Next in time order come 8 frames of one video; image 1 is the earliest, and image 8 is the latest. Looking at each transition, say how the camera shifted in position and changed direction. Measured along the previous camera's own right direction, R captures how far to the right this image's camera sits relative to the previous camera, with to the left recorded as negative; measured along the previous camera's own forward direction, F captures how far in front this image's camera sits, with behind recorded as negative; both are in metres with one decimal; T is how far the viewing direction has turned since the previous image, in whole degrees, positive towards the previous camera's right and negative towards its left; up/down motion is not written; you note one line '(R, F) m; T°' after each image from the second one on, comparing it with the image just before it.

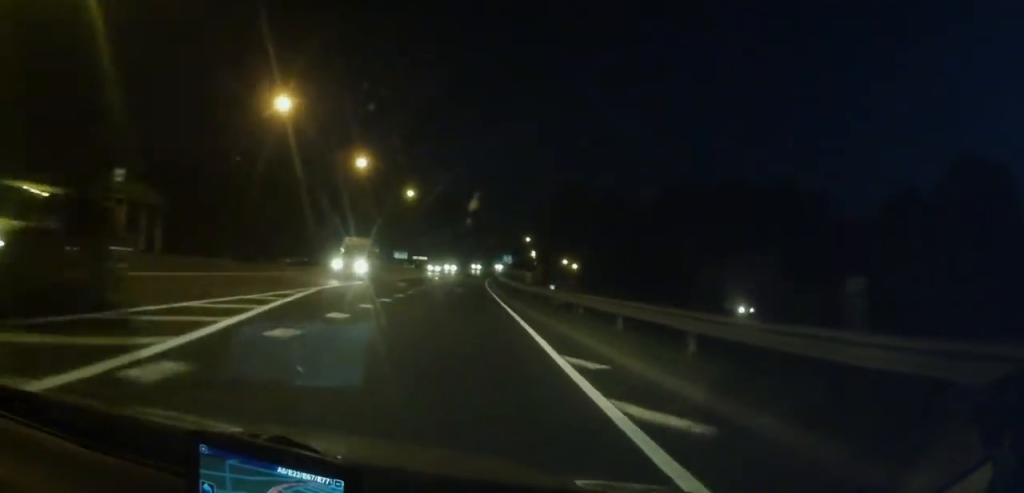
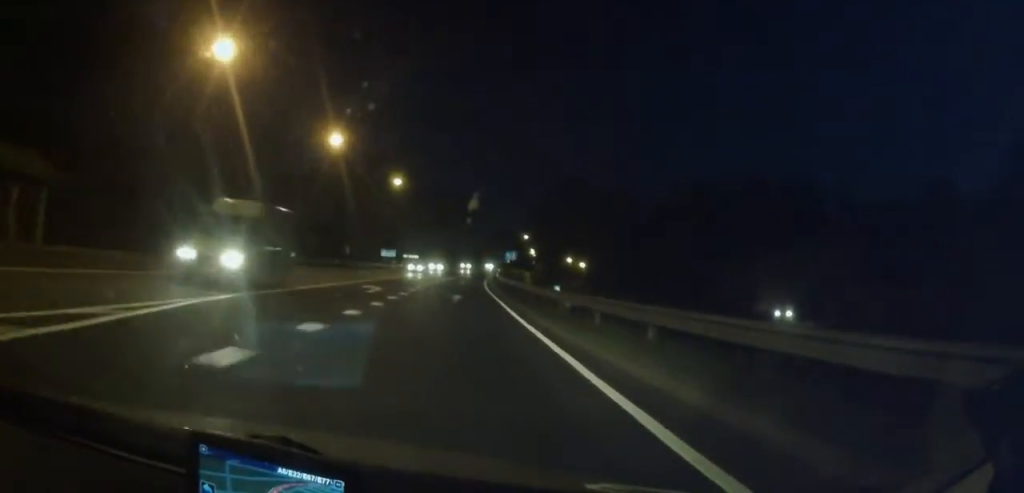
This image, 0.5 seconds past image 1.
(+0.1, +10.5) m; +1°
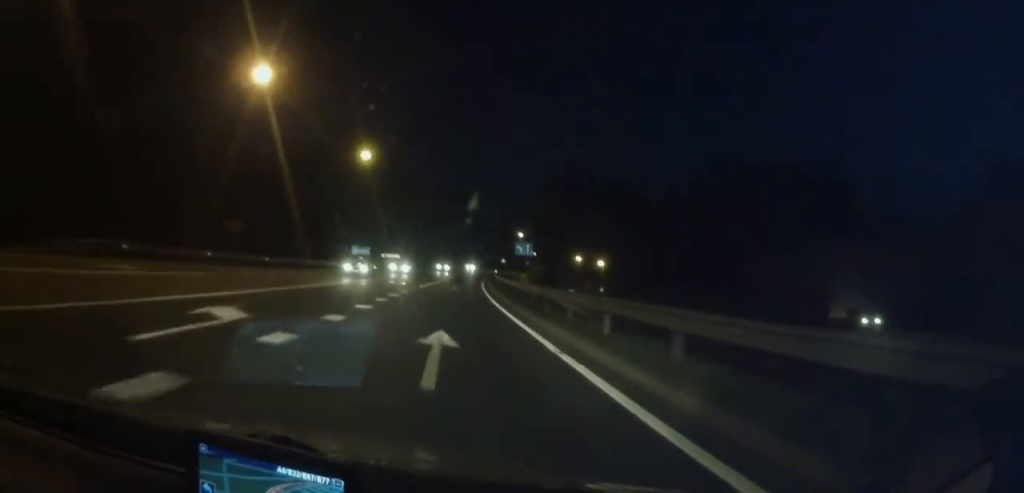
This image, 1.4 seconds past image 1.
(+0.2, +17.8) m; +1°
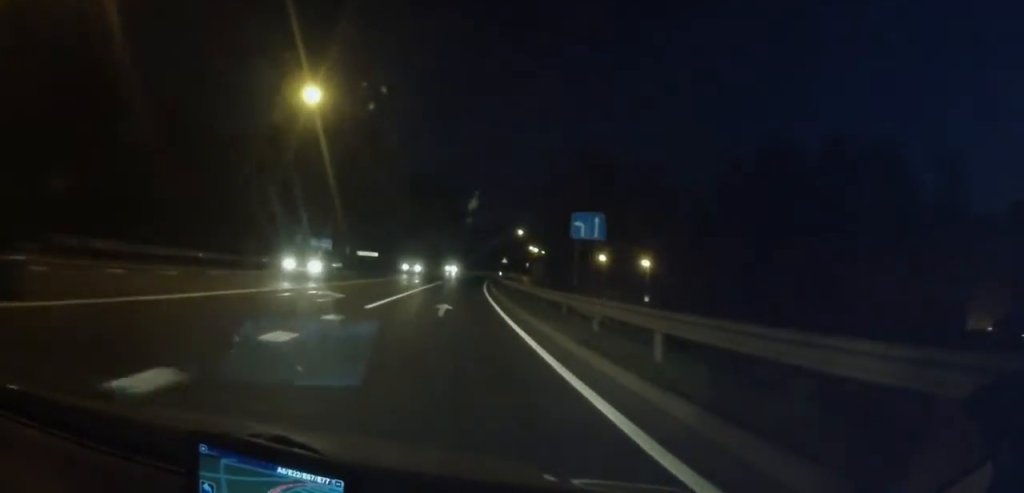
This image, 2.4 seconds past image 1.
(0.0, +19.3) m; +1°
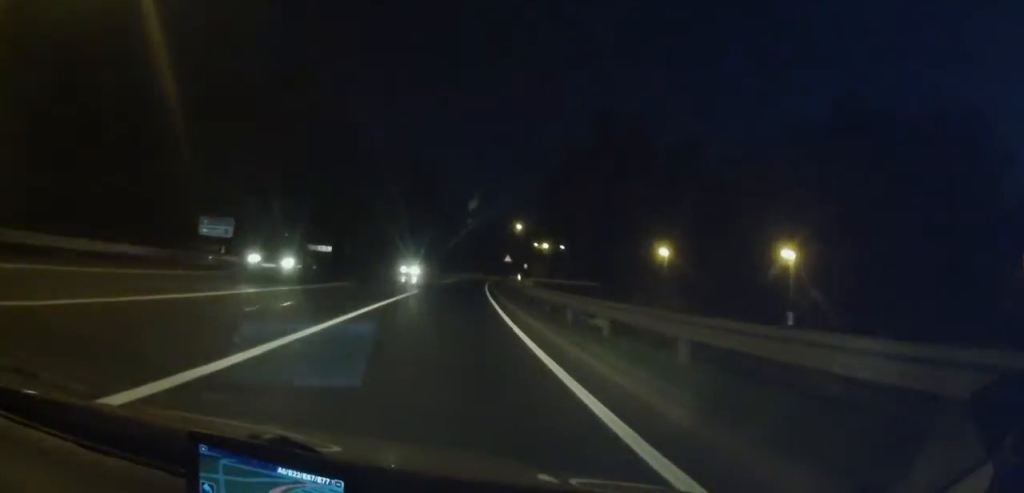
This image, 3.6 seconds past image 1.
(+0.3, +24.5) m; +1°
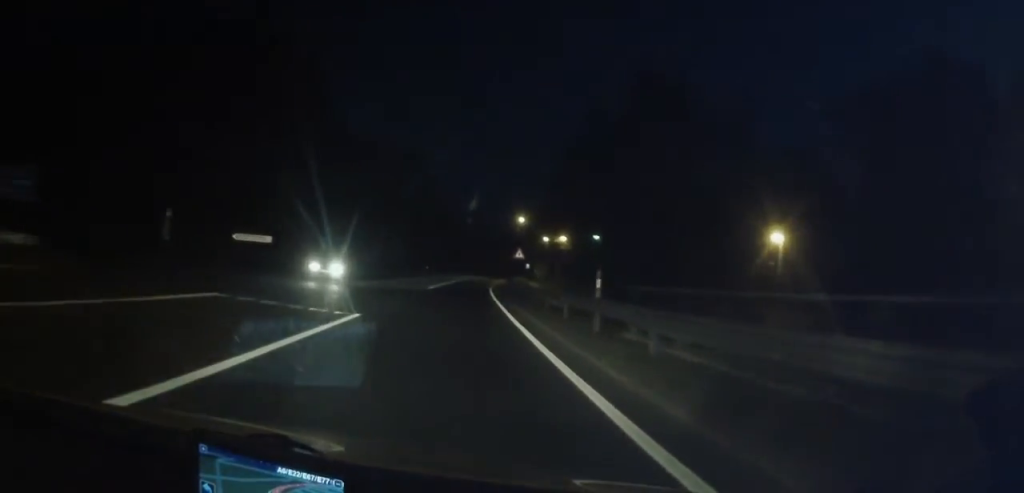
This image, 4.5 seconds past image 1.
(+0.2, +18.1) m; +1°
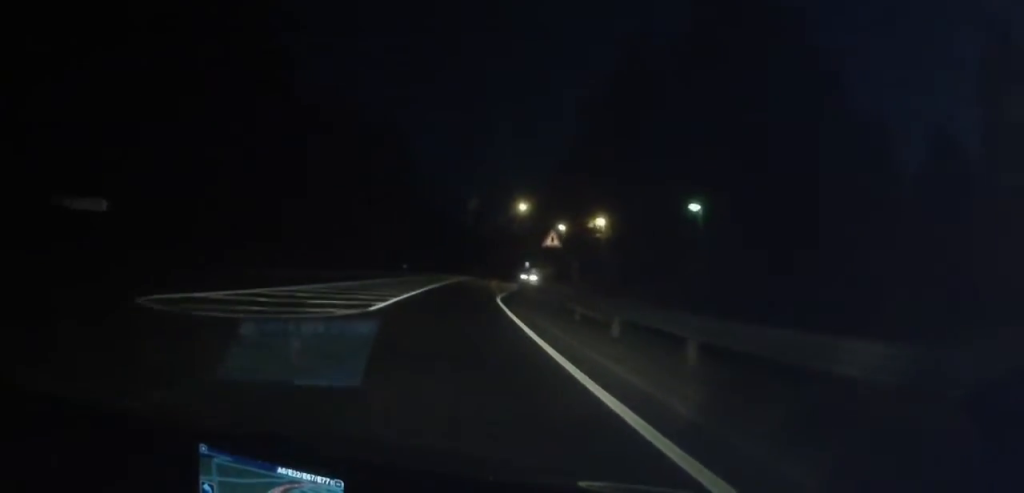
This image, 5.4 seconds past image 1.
(+0.1, +20.9) m; +1°
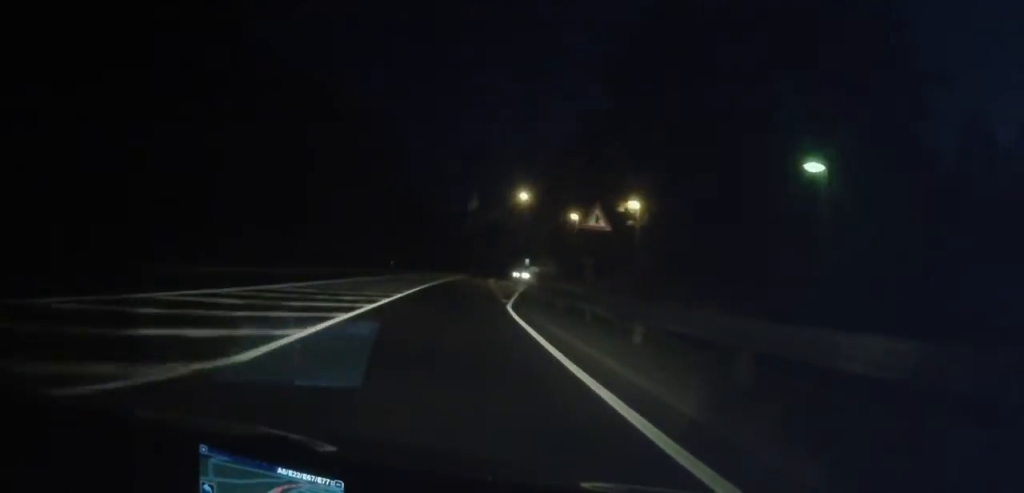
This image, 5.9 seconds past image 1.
(0.0, +9.6) m; 0°
